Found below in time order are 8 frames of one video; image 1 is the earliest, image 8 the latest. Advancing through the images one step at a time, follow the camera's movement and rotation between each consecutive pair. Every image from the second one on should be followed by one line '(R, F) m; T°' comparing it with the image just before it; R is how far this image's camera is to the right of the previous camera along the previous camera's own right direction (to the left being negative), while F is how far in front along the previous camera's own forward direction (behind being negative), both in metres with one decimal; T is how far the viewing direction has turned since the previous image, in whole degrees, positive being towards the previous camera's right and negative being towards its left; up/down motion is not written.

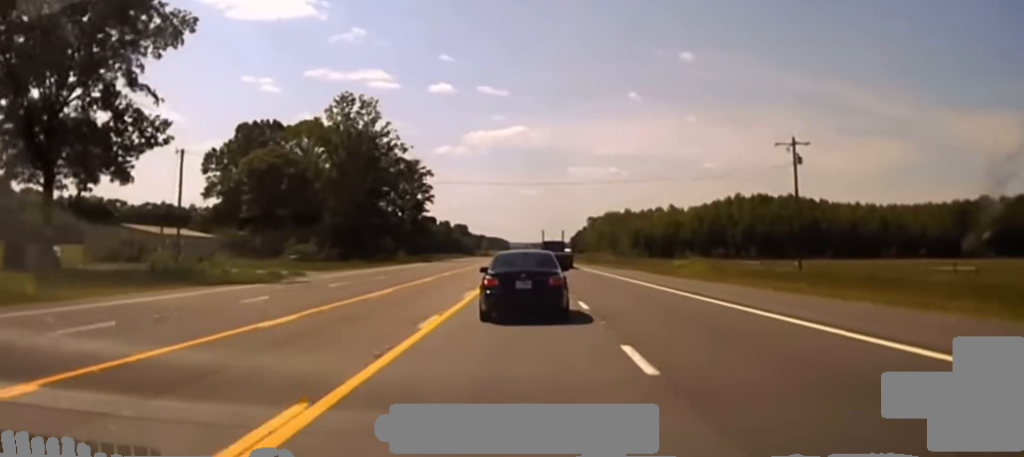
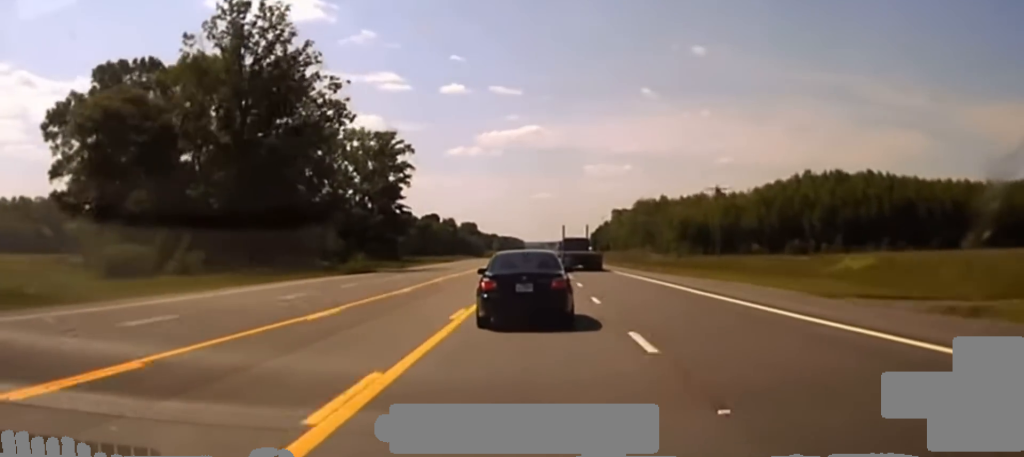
(-1.2, +64.0) m; -1°
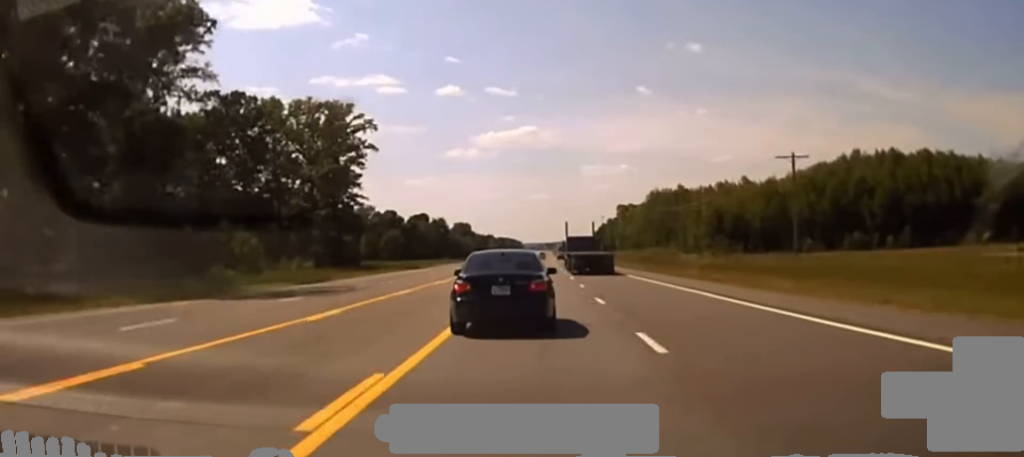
(+0.1, +36.6) m; 0°
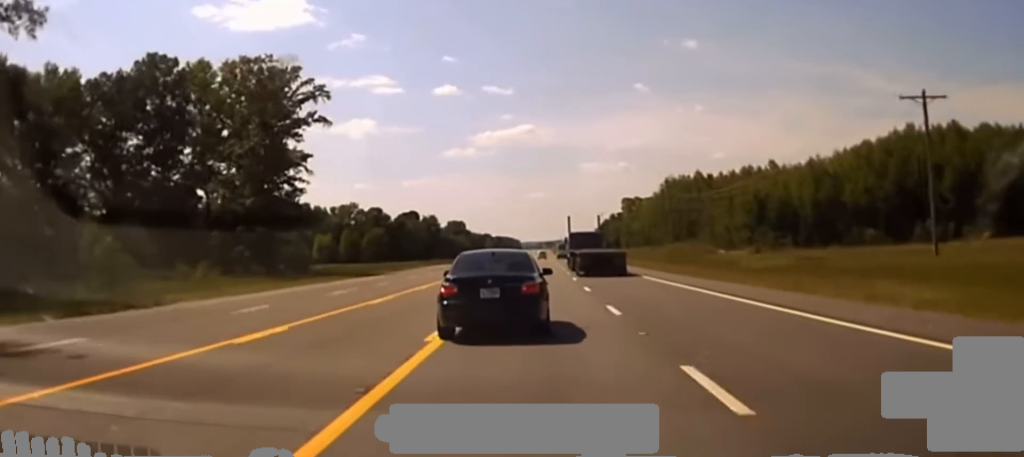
(+0.1, +27.8) m; 0°
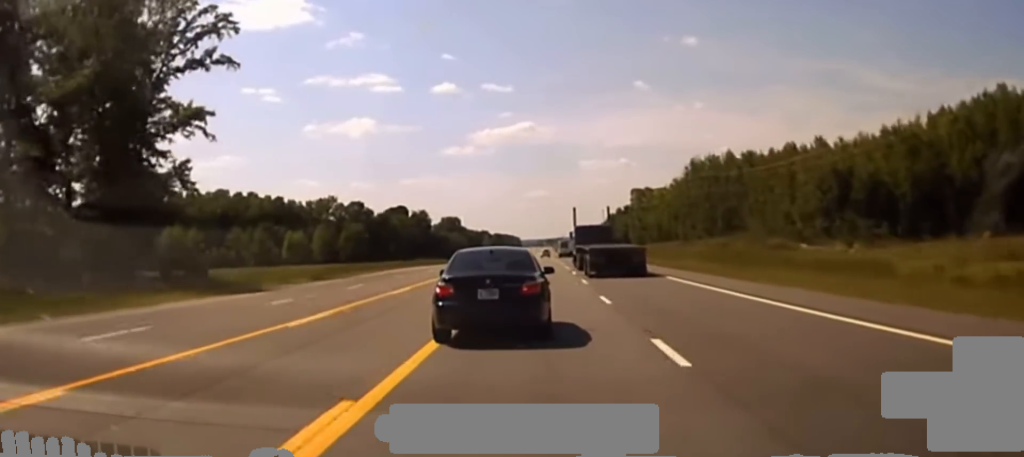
(0.0, +30.1) m; 0°
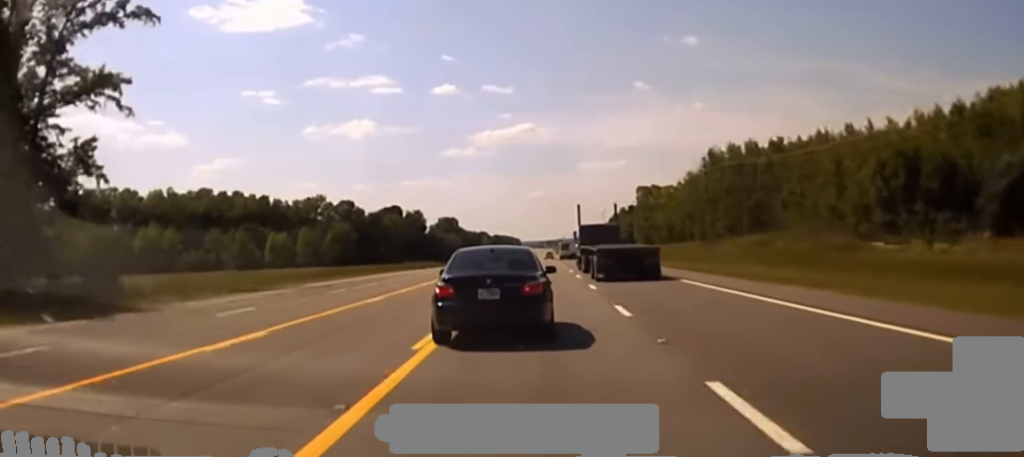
(0.0, +14.8) m; 0°
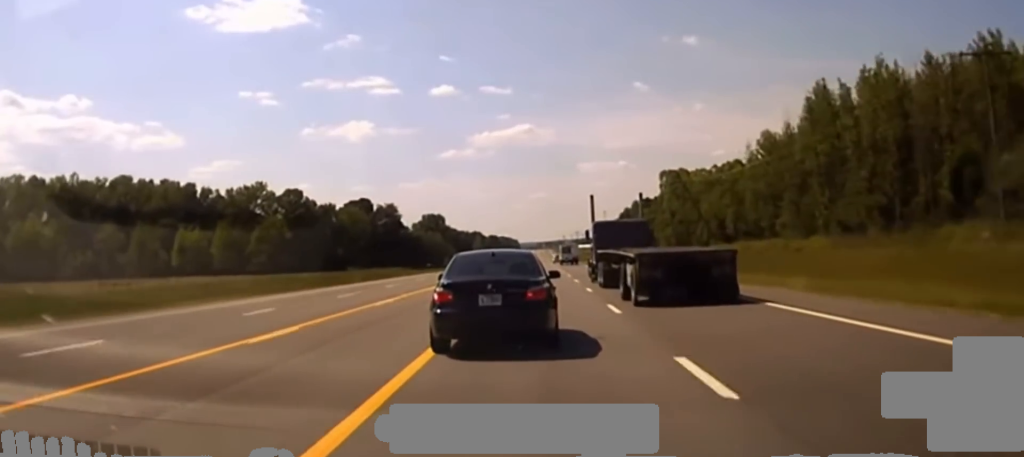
(0.0, +56.0) m; 0°
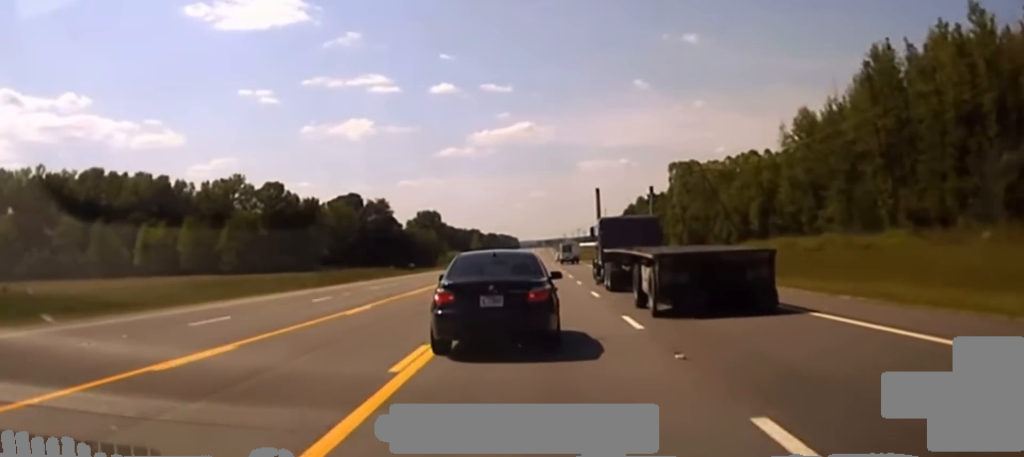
(0.0, +18.8) m; 0°
